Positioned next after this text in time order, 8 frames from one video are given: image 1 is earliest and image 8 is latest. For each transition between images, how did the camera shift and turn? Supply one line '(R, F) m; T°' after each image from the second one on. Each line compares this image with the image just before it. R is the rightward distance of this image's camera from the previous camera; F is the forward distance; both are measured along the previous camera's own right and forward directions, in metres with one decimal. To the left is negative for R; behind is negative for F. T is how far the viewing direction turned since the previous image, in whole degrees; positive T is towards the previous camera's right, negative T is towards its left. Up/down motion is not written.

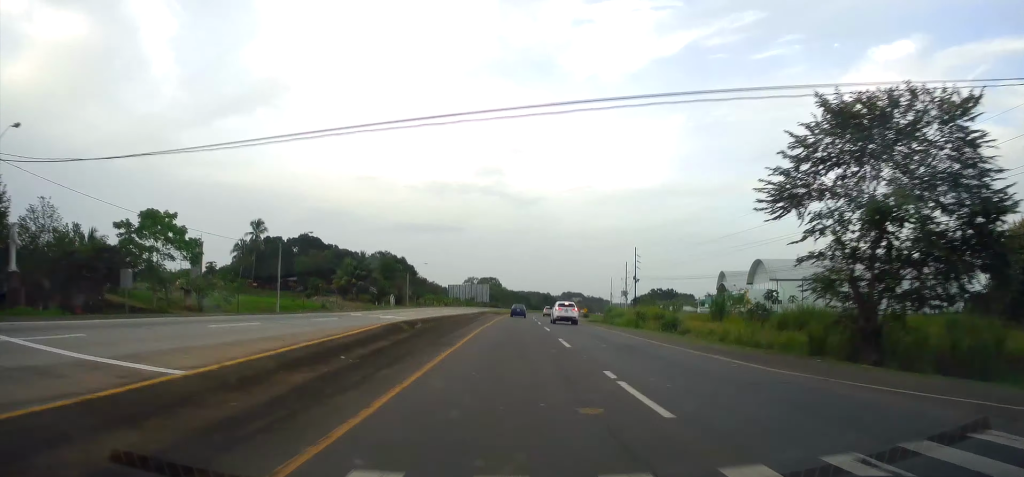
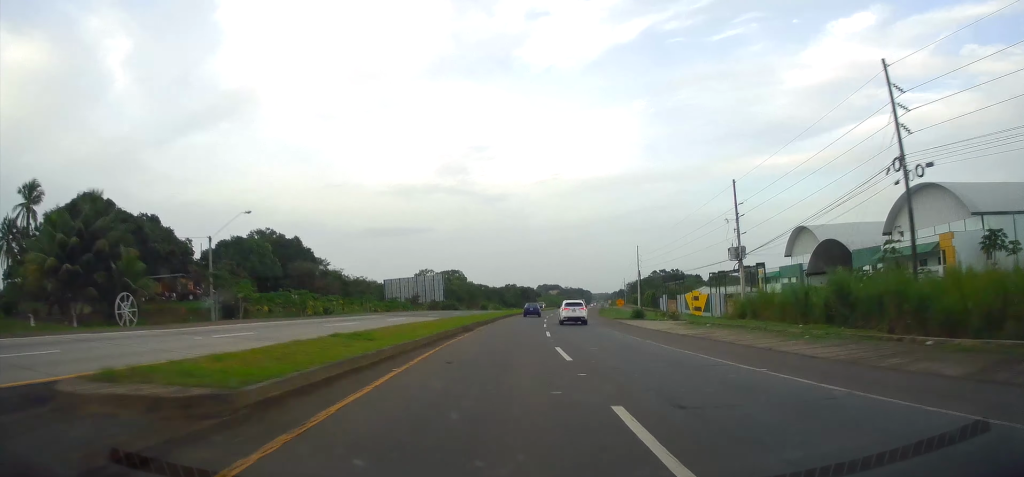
(+0.6, +71.8) m; +3°
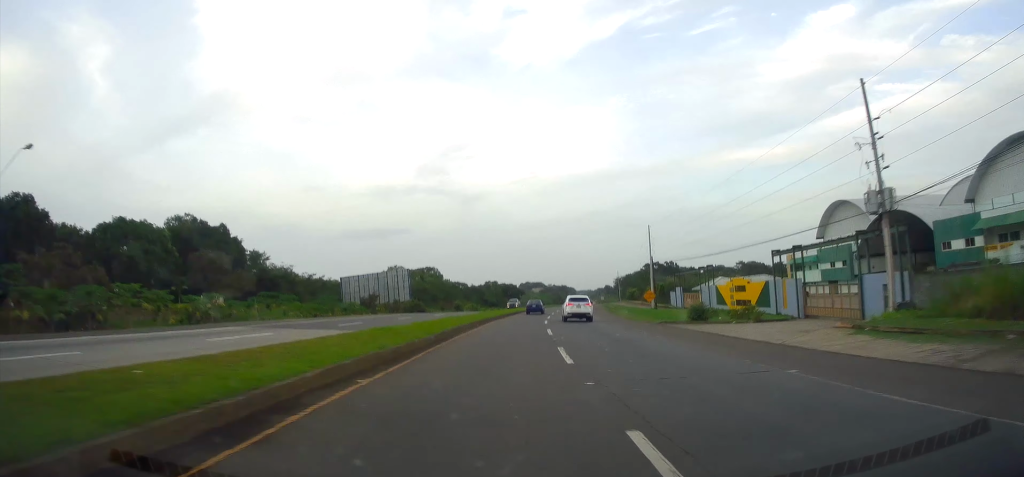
(+0.5, +23.2) m; +2°
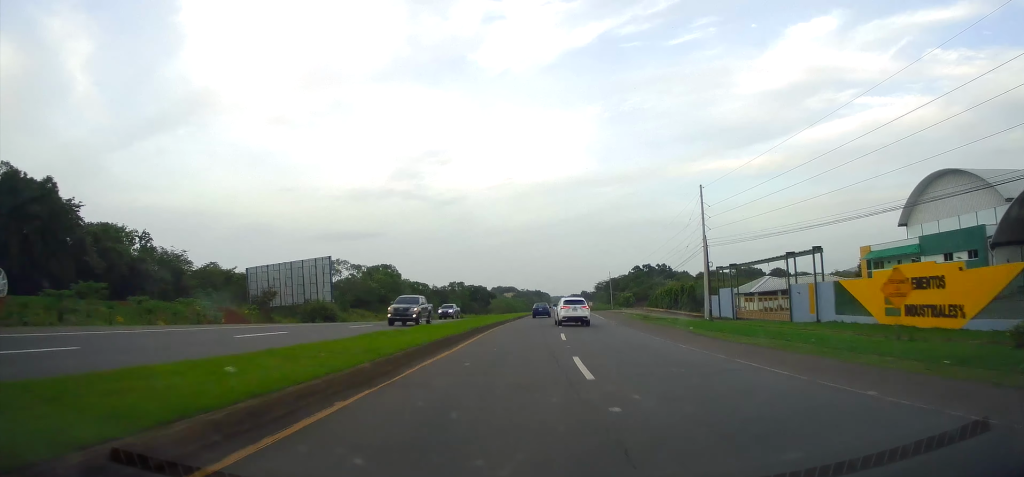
(+0.8, +35.8) m; +3°
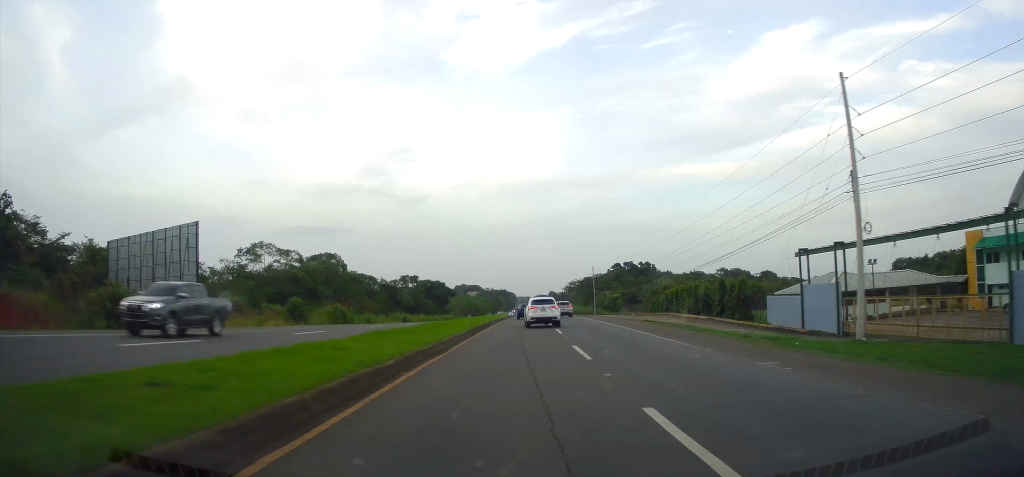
(+0.1, +29.4) m; +2°
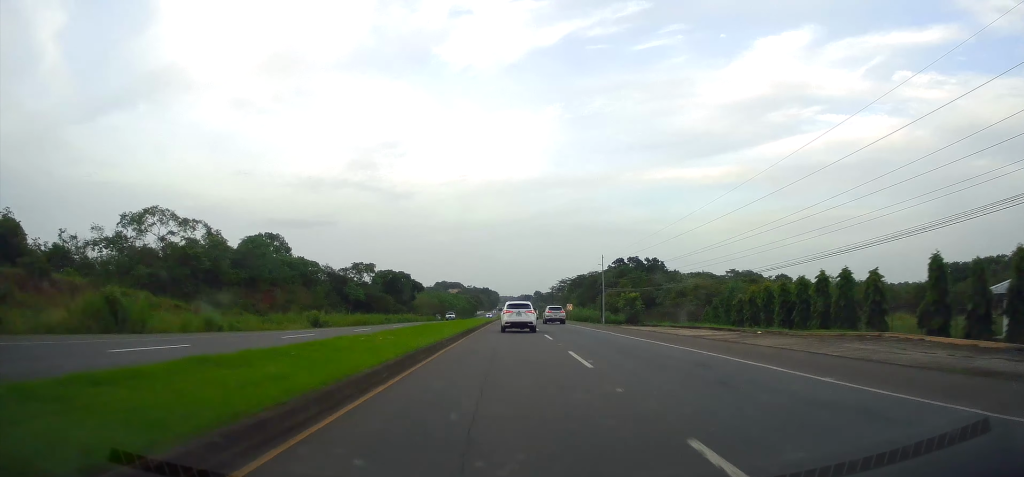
(+1.4, +35.2) m; +2°
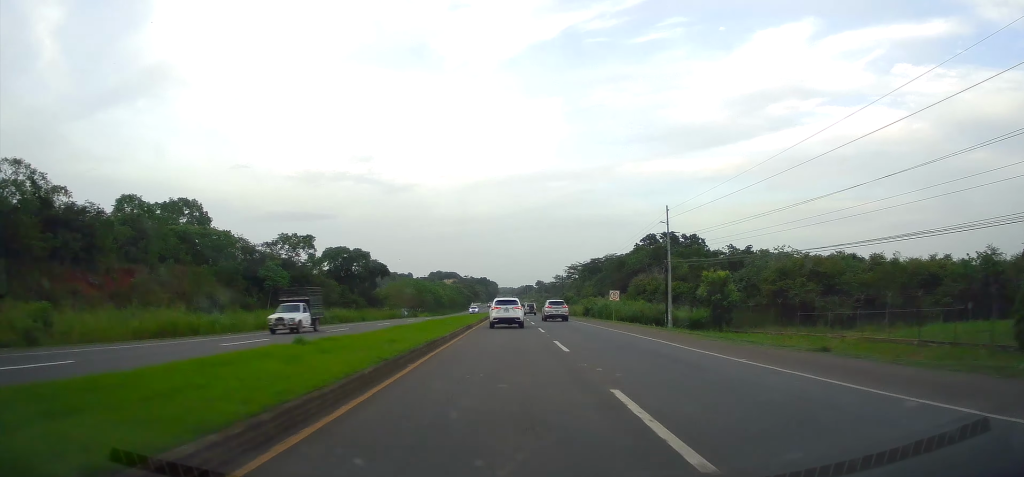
(+0.5, +43.0) m; +1°
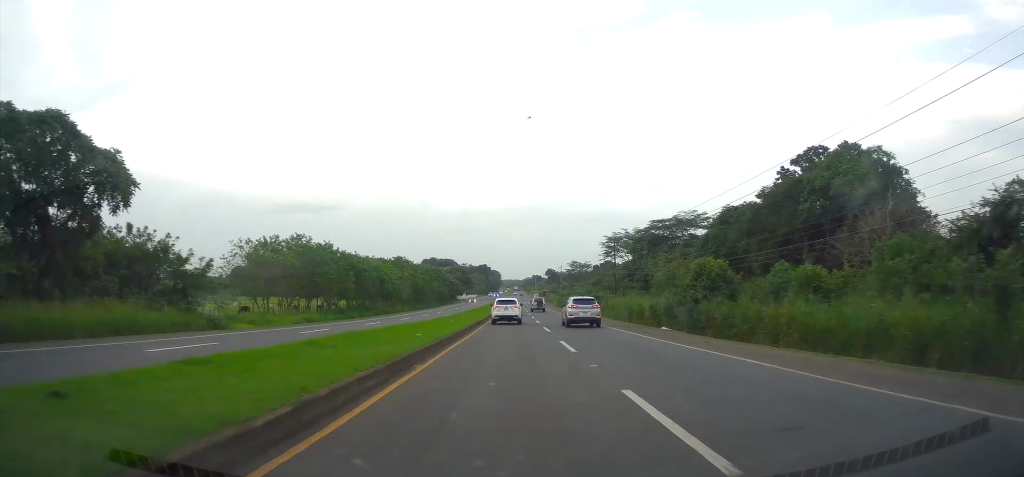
(+0.5, +80.2) m; 0°
